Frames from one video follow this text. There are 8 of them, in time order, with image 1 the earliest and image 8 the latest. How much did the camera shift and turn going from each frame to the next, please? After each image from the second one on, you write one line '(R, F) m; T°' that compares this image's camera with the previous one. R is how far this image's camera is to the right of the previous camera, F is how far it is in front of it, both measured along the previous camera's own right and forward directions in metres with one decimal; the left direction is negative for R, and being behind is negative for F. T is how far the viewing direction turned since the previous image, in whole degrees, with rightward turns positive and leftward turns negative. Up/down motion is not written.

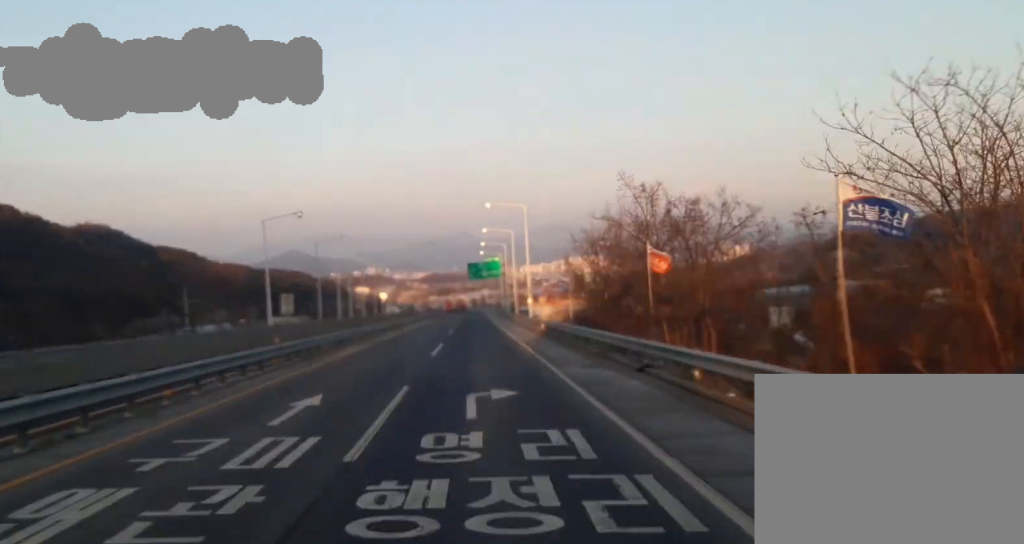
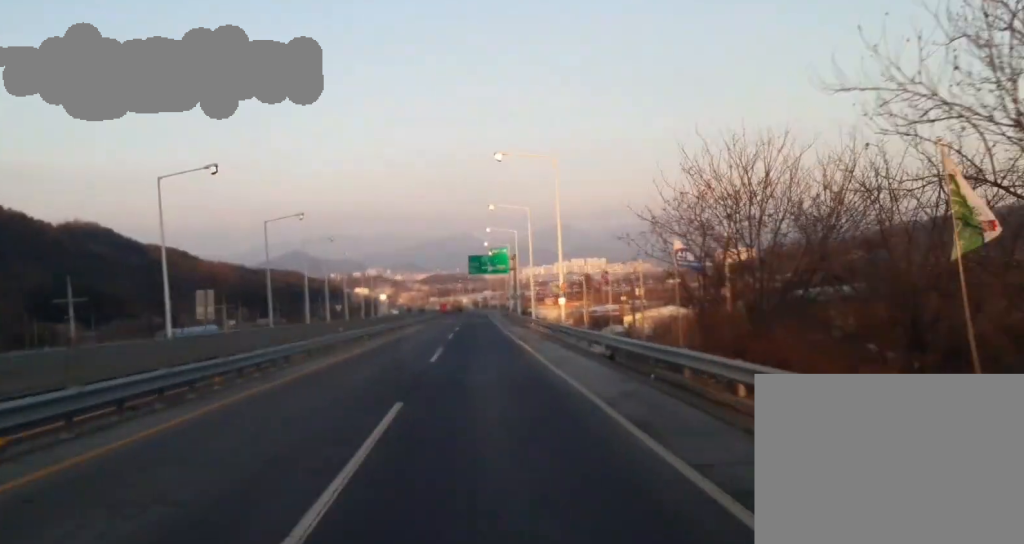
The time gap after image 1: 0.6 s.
(+0.3, +28.6) m; +1°
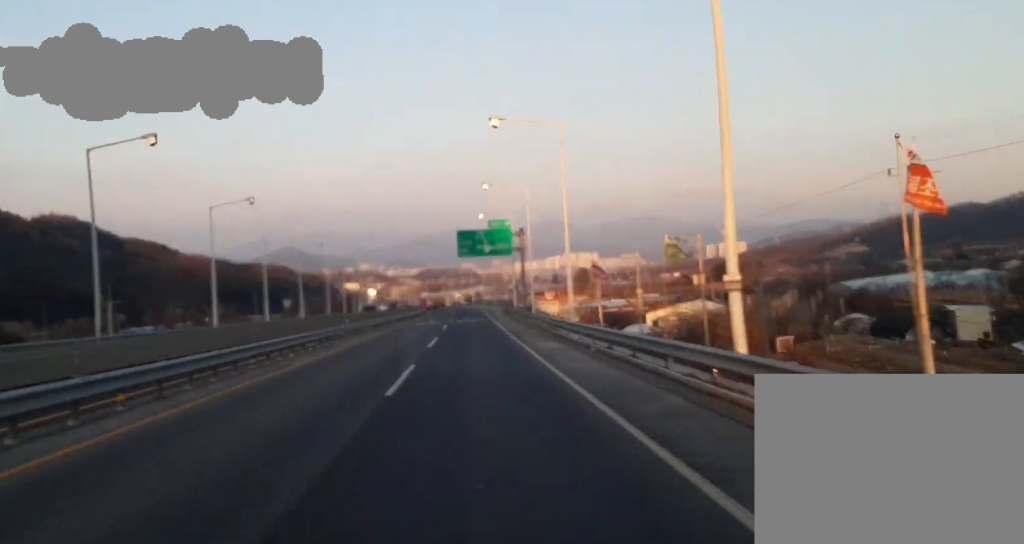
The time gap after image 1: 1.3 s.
(+0.3, +34.9) m; 0°
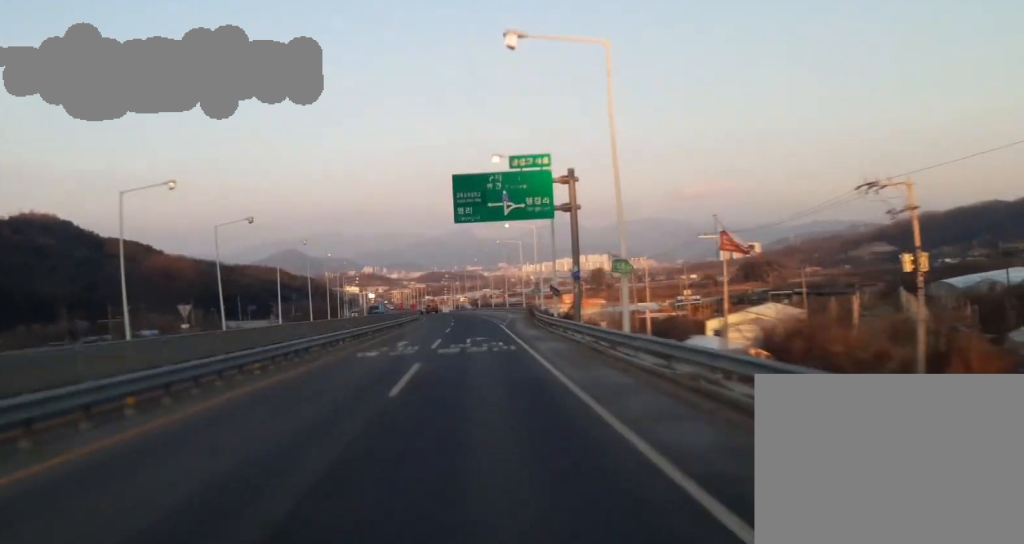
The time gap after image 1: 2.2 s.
(0.0, +39.5) m; 0°
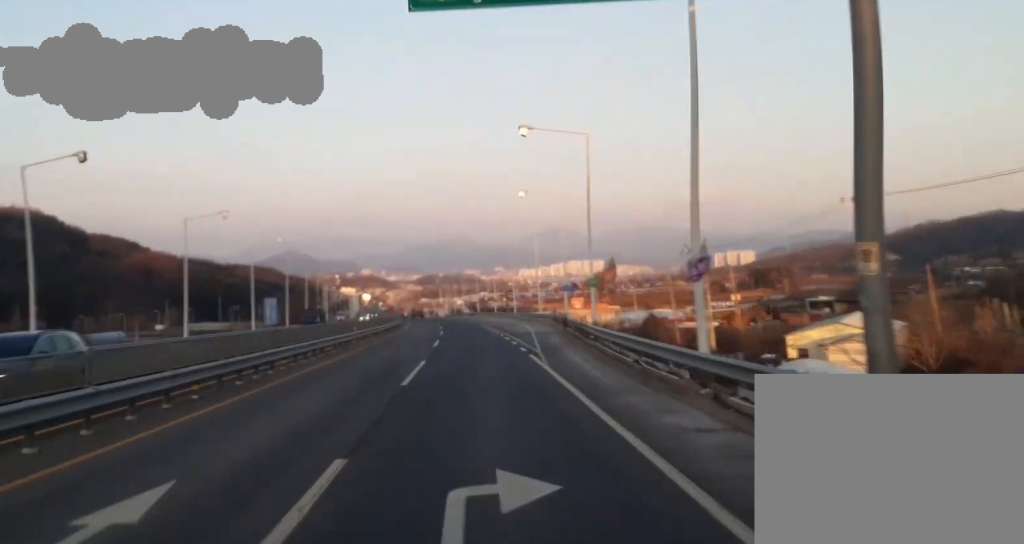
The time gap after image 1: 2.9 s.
(0.0, +36.1) m; -1°
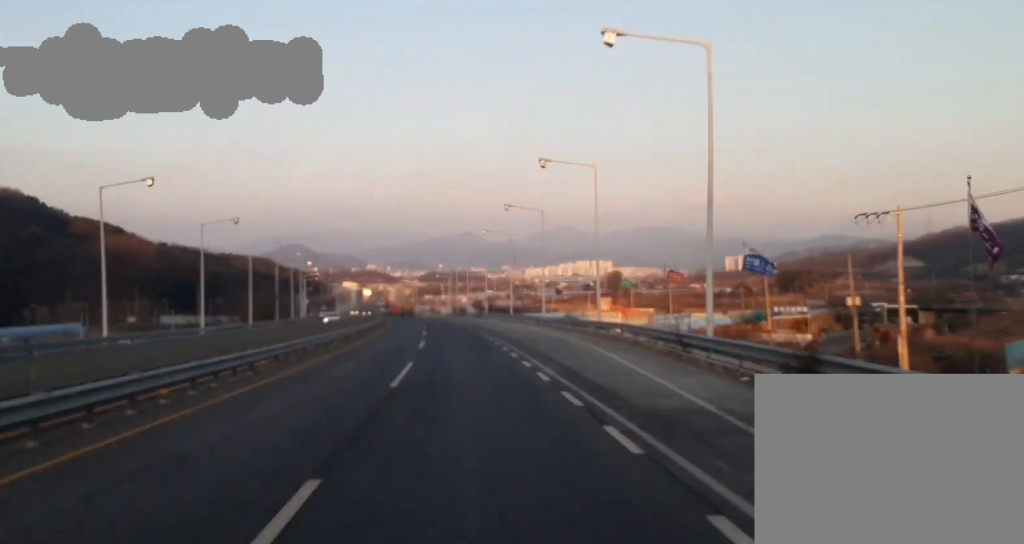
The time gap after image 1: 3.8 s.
(-0.4, +42.1) m; -1°
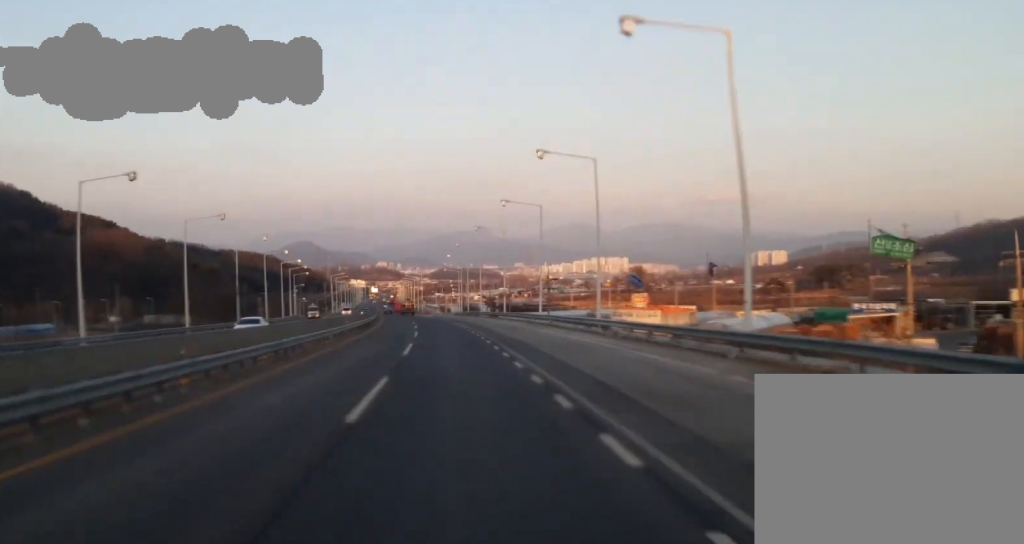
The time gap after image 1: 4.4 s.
(-0.1, +28.0) m; -1°
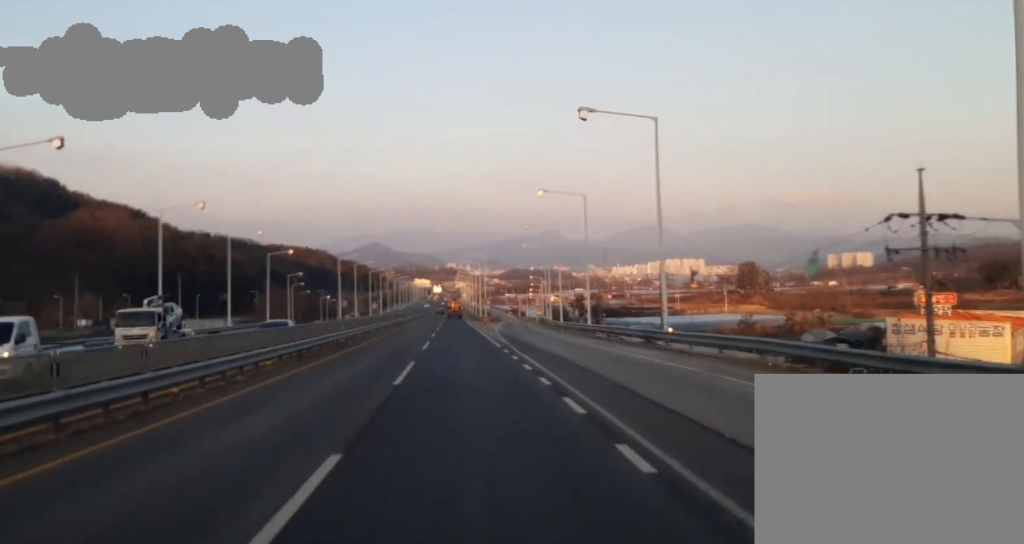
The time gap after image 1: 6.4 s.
(-2.9, +91.7) m; -4°
